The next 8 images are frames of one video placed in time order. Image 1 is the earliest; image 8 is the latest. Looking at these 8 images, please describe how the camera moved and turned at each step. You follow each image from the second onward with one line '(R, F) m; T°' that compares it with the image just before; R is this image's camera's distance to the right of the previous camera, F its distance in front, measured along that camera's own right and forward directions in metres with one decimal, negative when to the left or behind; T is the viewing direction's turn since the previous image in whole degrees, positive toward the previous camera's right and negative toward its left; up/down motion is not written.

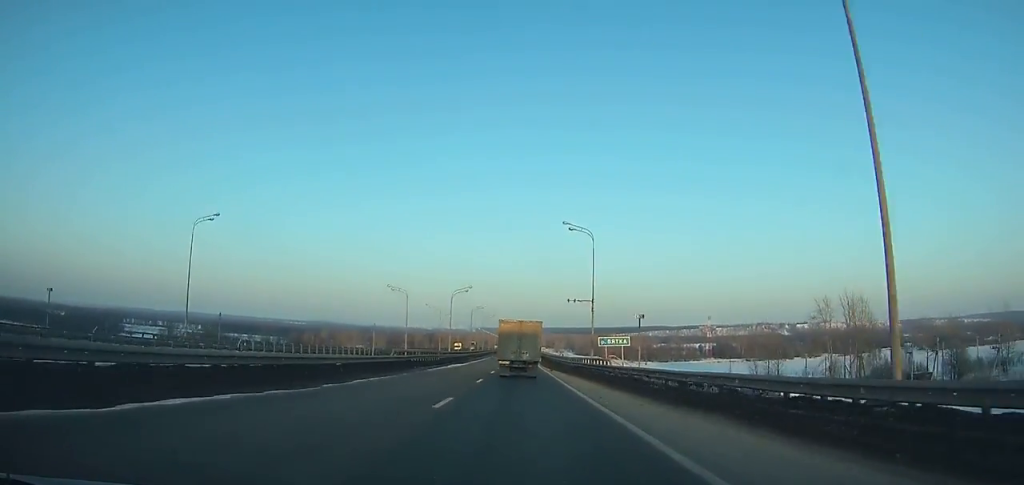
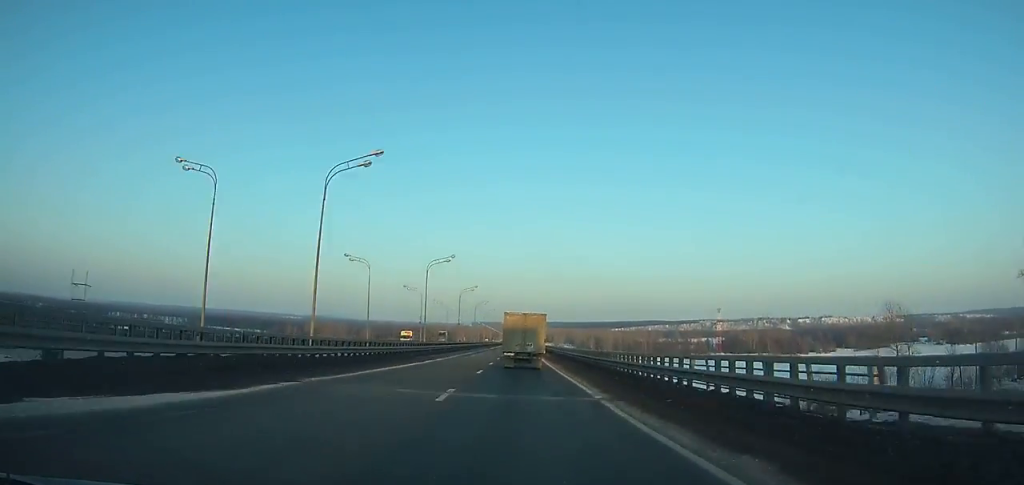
(0.0, +50.1) m; 0°
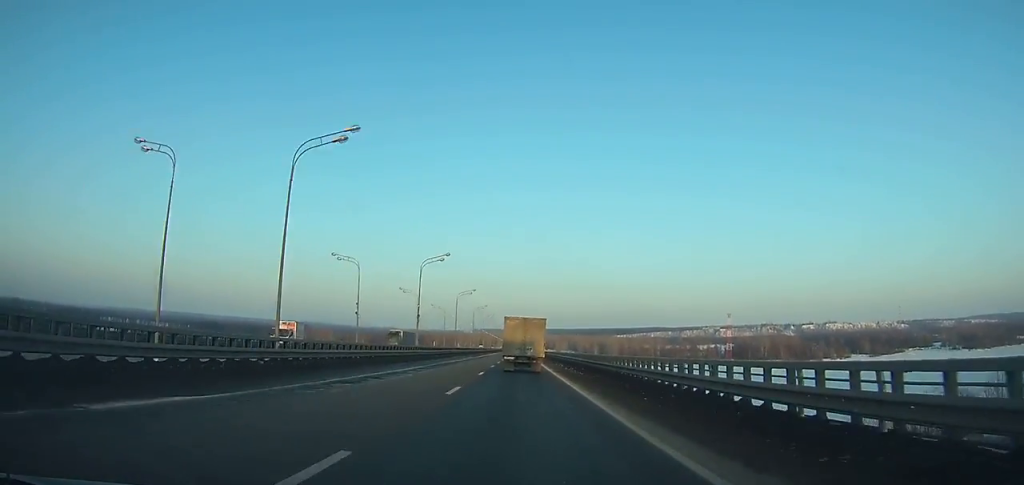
(0.0, +34.5) m; 0°
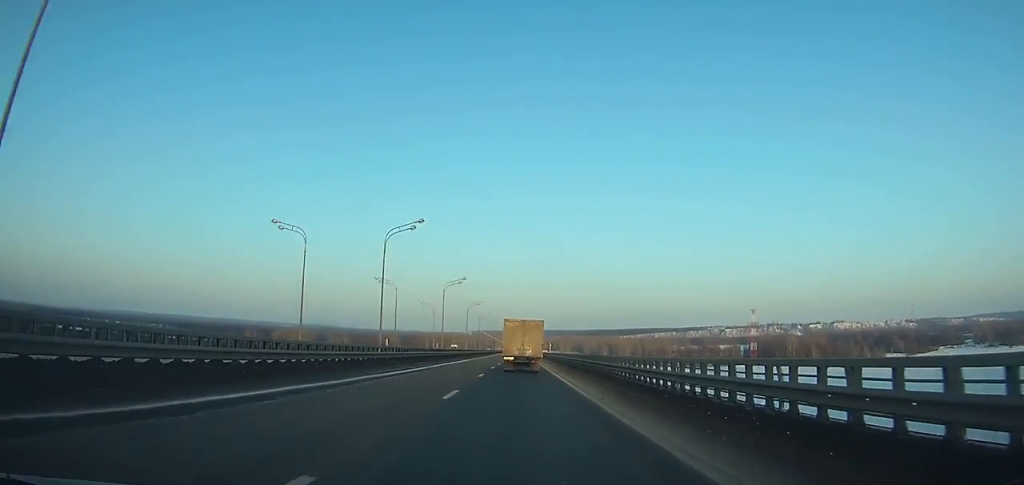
(+0.1, +75.8) m; 0°
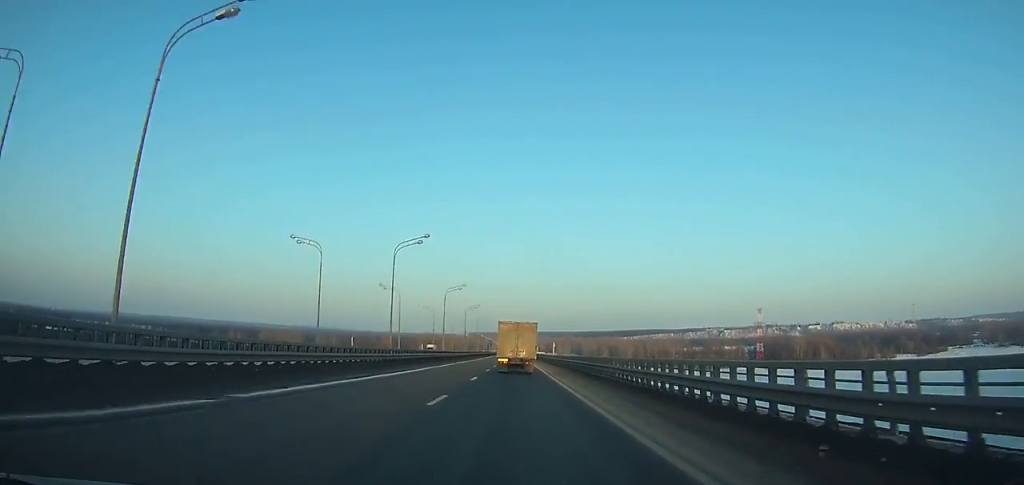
(-0.1, +26.2) m; 0°
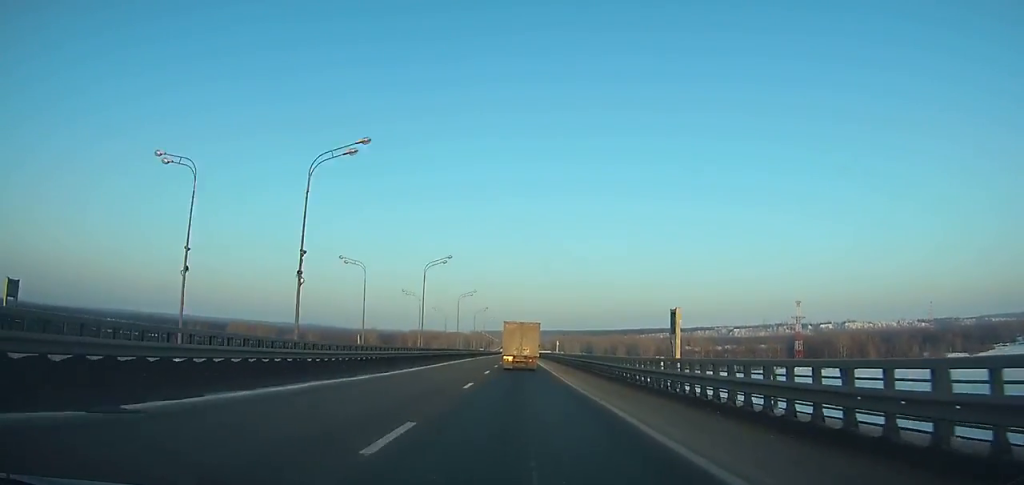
(+0.1, +80.3) m; 0°
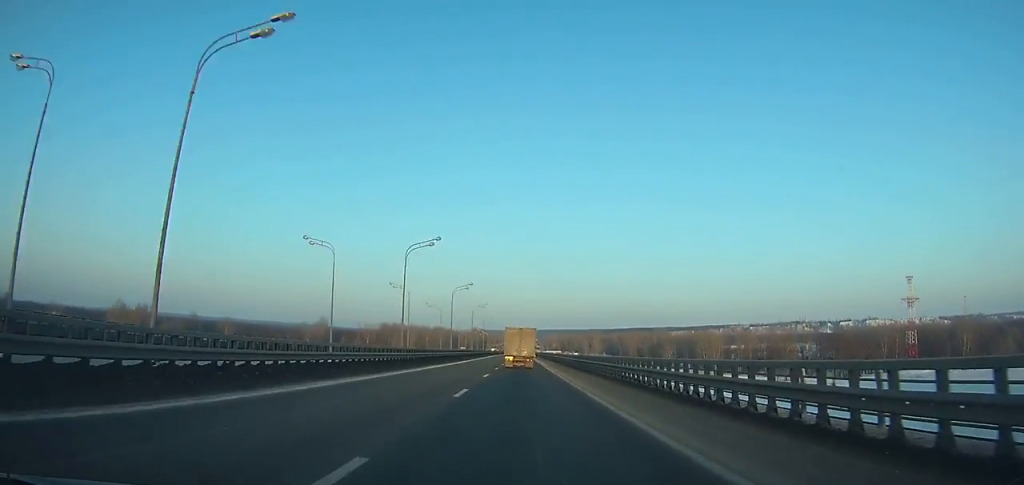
(-0.8, +160.9) m; 0°
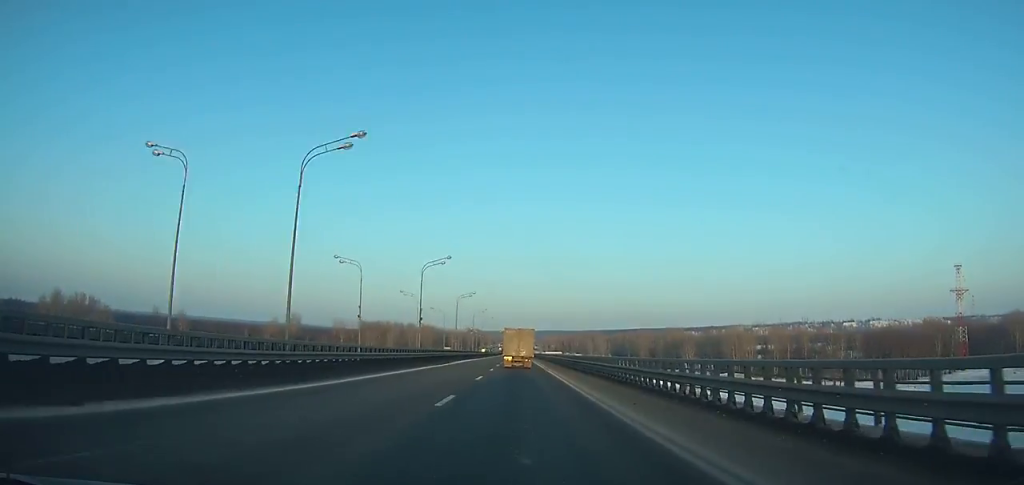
(+0.1, +51.4) m; 0°
